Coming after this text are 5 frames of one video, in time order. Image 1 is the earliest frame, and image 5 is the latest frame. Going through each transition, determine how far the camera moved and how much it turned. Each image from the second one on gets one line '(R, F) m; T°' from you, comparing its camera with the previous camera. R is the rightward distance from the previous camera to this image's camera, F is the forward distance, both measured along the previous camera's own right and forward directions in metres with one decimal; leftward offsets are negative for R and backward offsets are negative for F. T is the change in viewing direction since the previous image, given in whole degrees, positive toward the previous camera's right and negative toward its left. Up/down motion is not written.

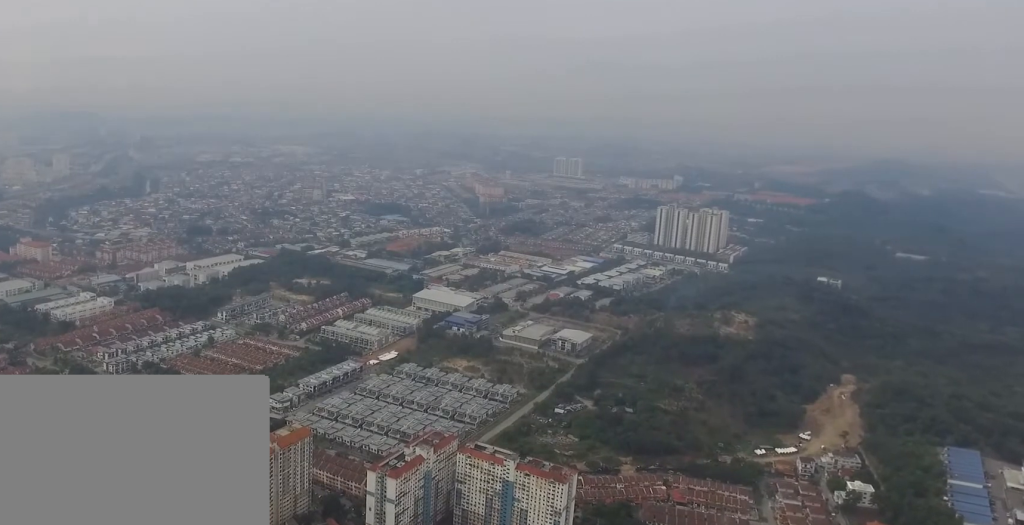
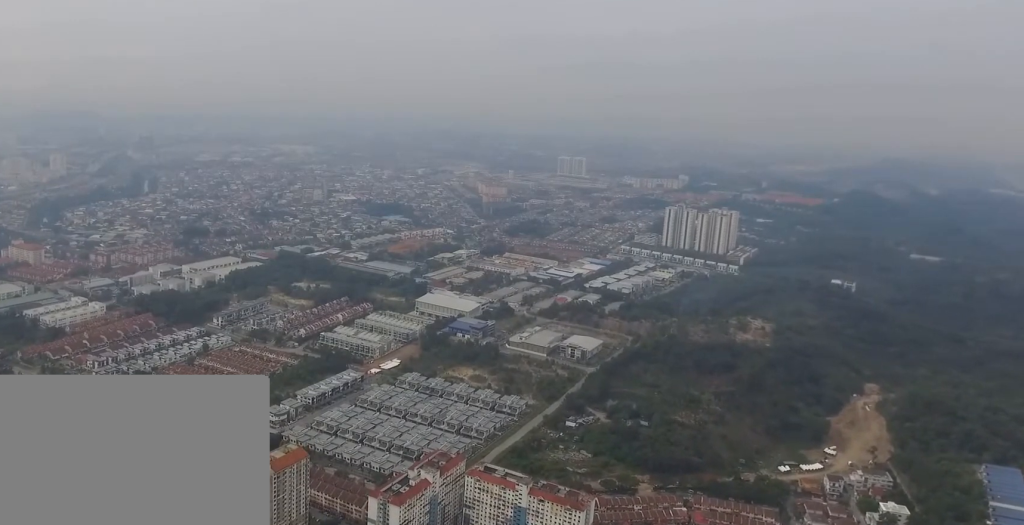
(+0.4, +39.3) m; +1°
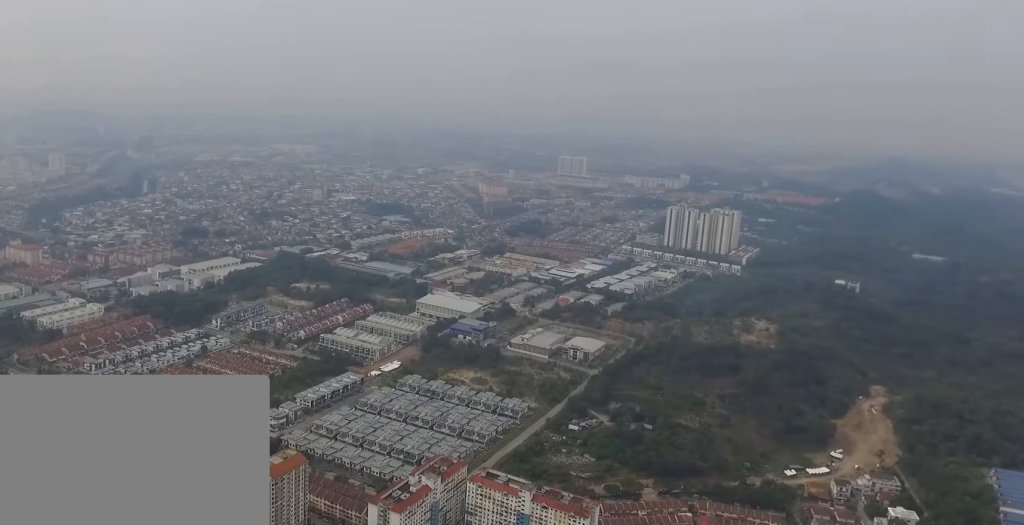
(0.0, +9.8) m; 0°
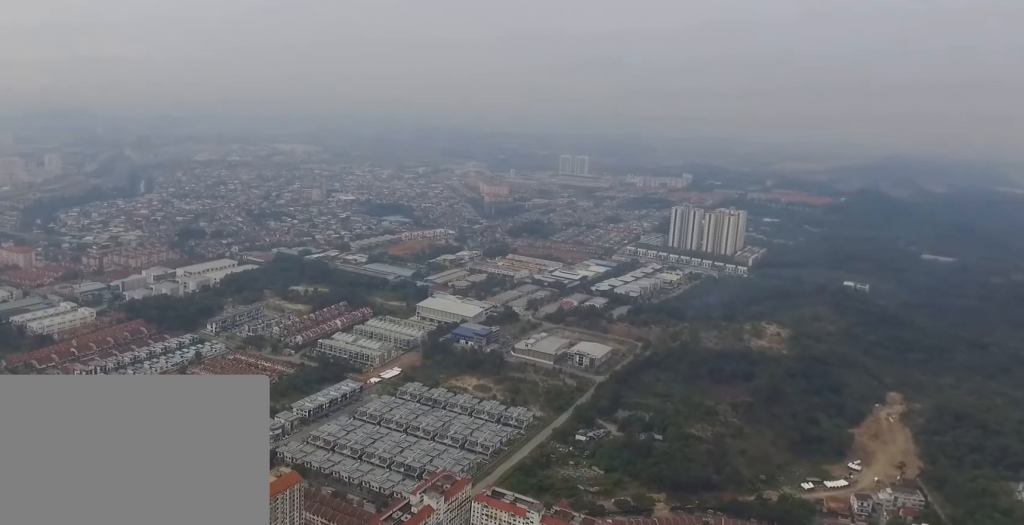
(0.0, +28.5) m; 0°
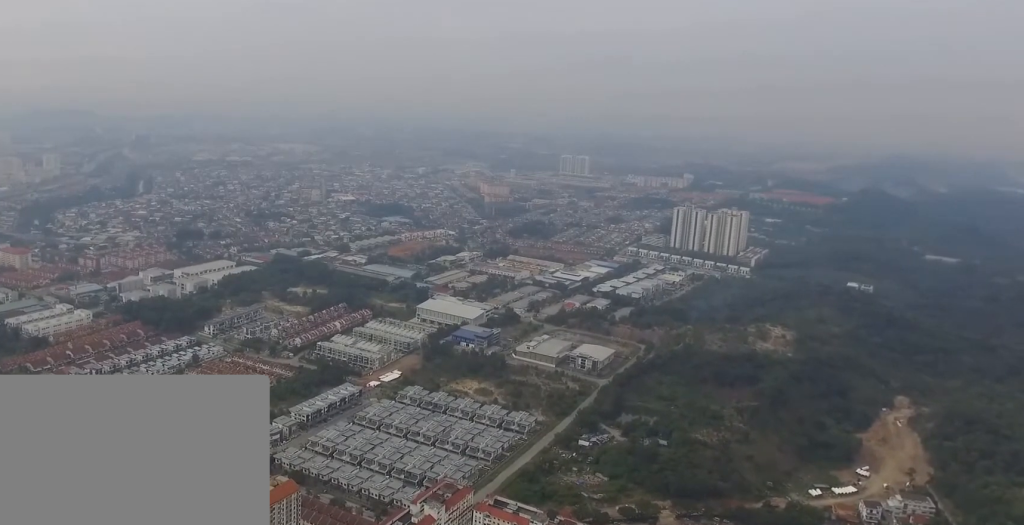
(0.0, +12.4) m; 0°
